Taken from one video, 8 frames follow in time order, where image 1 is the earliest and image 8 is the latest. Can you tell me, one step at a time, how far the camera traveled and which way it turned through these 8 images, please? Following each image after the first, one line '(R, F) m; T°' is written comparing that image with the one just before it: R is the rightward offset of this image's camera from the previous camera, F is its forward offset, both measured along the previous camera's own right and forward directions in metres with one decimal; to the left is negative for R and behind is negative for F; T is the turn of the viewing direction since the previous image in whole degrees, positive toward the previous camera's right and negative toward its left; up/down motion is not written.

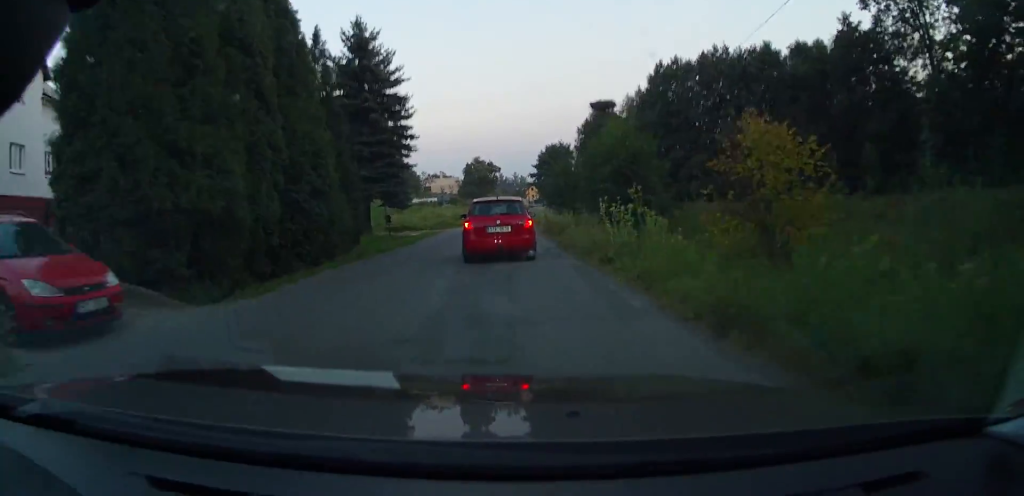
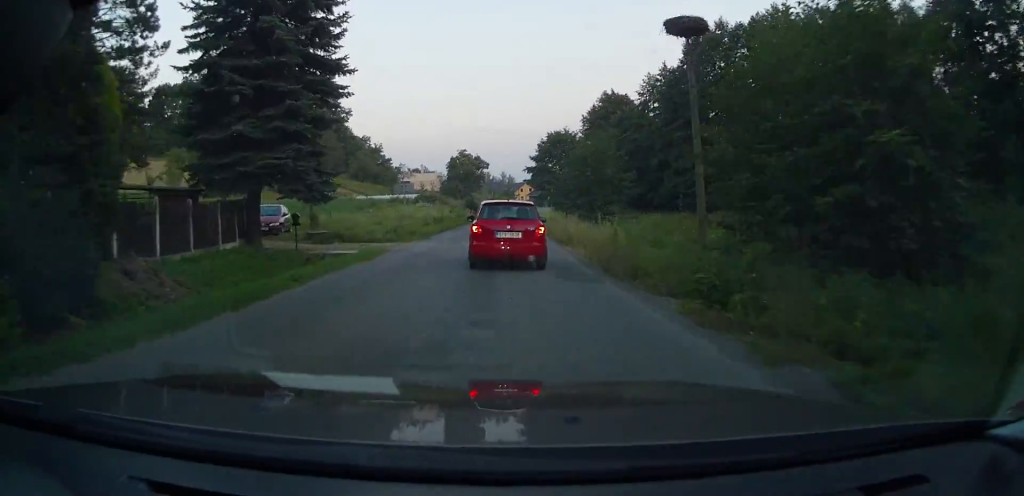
(+0.1, +18.6) m; +2°
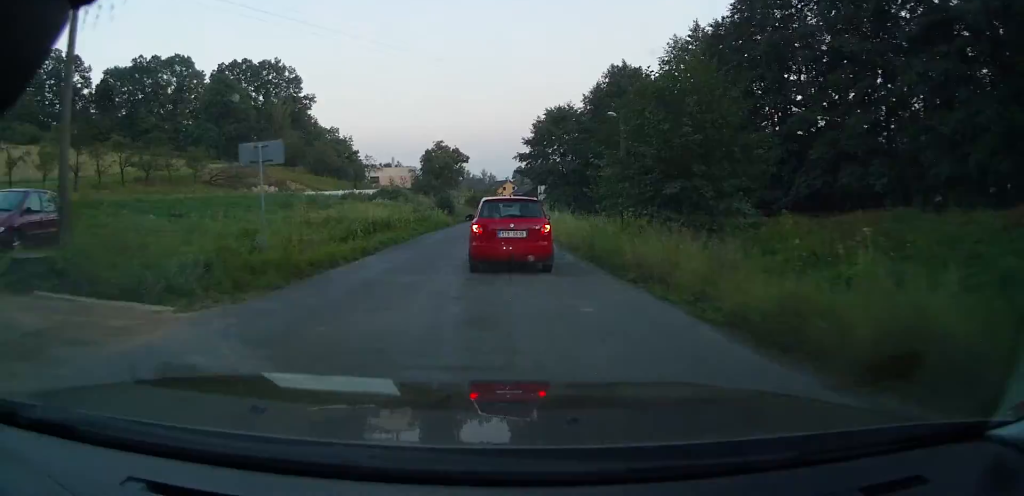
(+0.6, +19.1) m; +2°
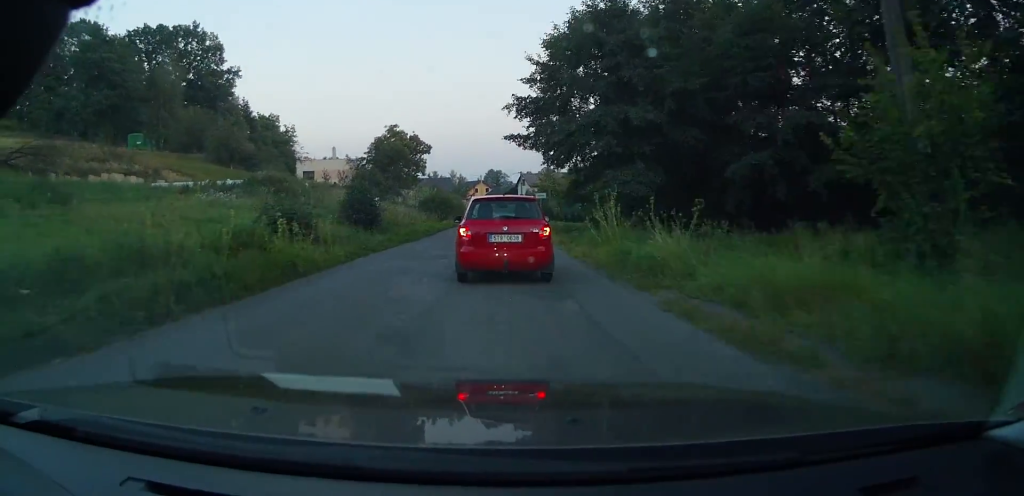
(+1.2, +32.5) m; +3°
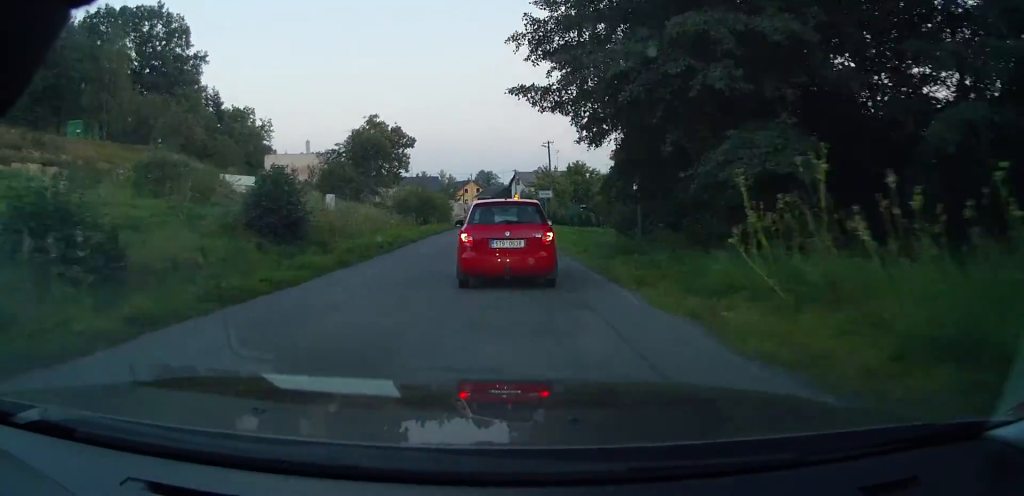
(-0.2, +11.9) m; +1°
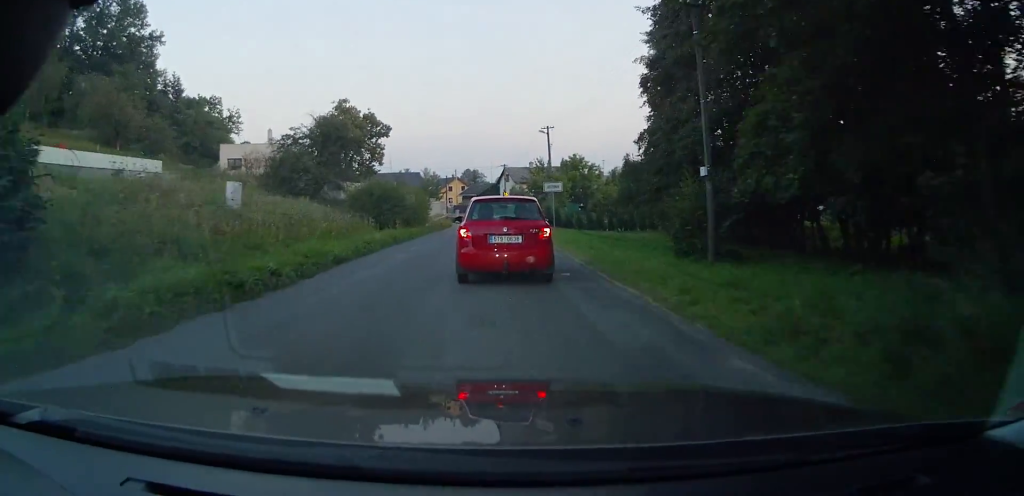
(+0.3, +12.4) m; +1°
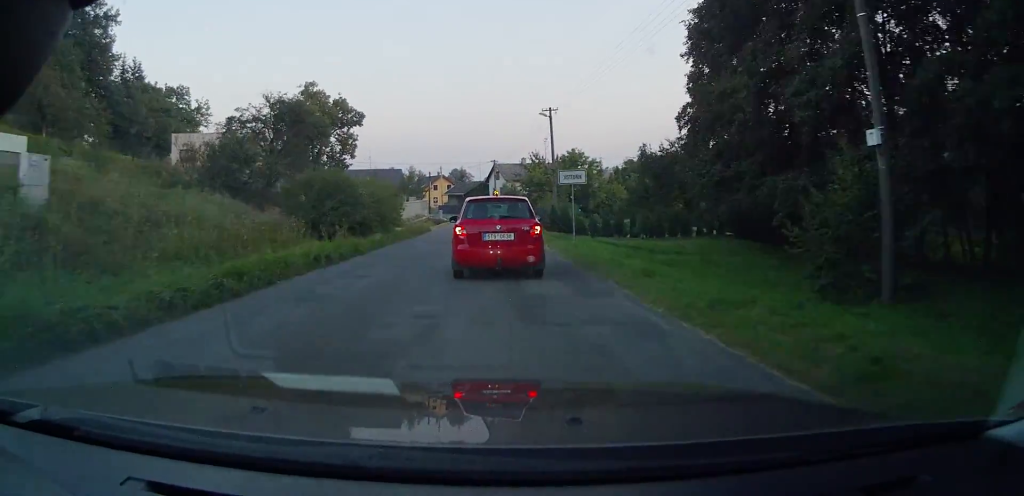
(+0.1, +11.1) m; +1°
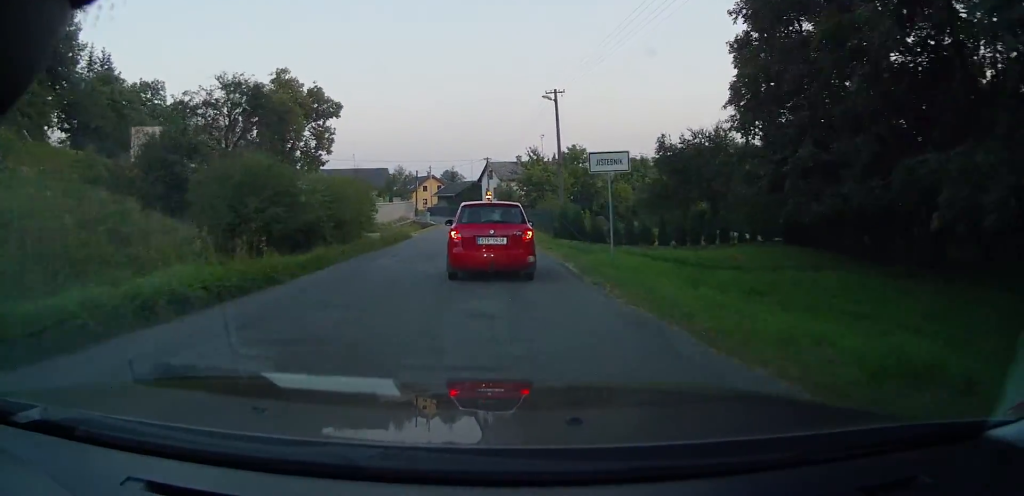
(0.0, +8.0) m; 0°
